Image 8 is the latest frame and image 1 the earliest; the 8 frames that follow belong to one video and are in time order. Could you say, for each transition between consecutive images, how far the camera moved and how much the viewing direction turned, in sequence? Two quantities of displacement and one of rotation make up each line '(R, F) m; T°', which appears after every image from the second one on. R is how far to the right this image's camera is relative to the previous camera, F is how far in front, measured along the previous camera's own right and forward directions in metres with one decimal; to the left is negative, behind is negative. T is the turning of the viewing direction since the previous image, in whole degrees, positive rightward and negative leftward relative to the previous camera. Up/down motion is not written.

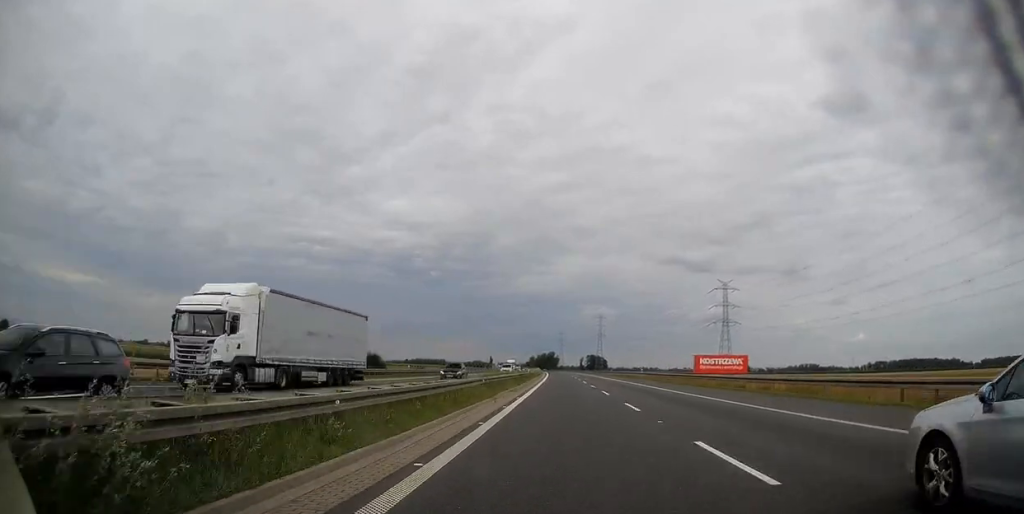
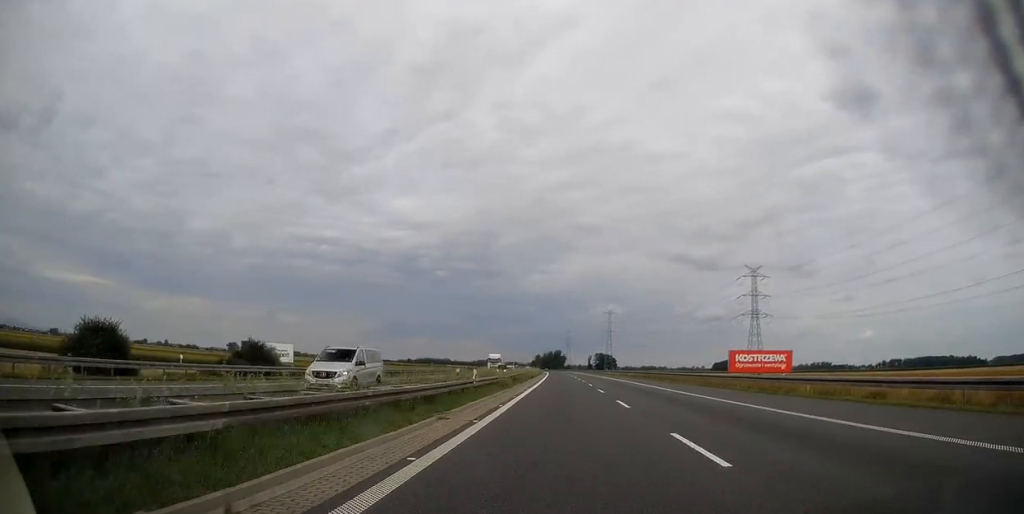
(-0.1, +47.5) m; 0°
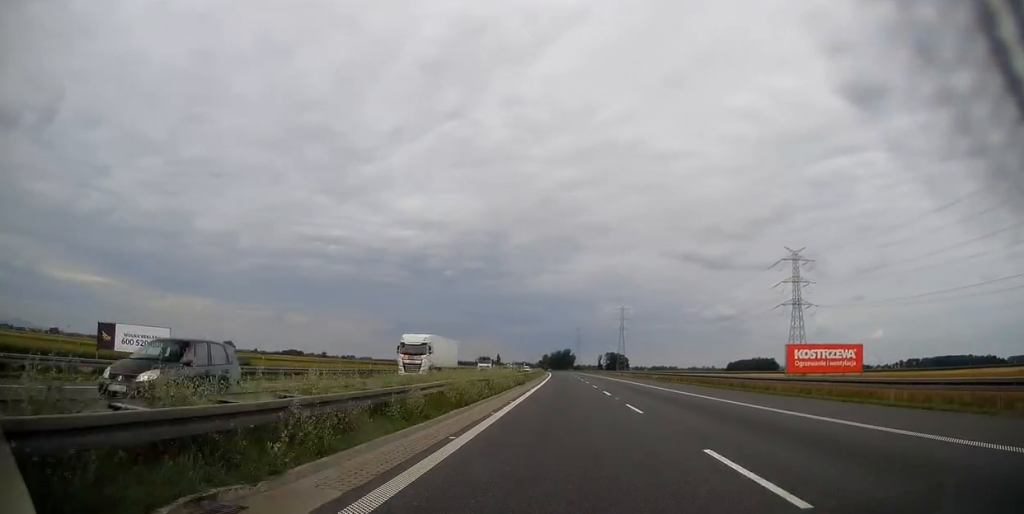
(-0.2, +51.4) m; -1°
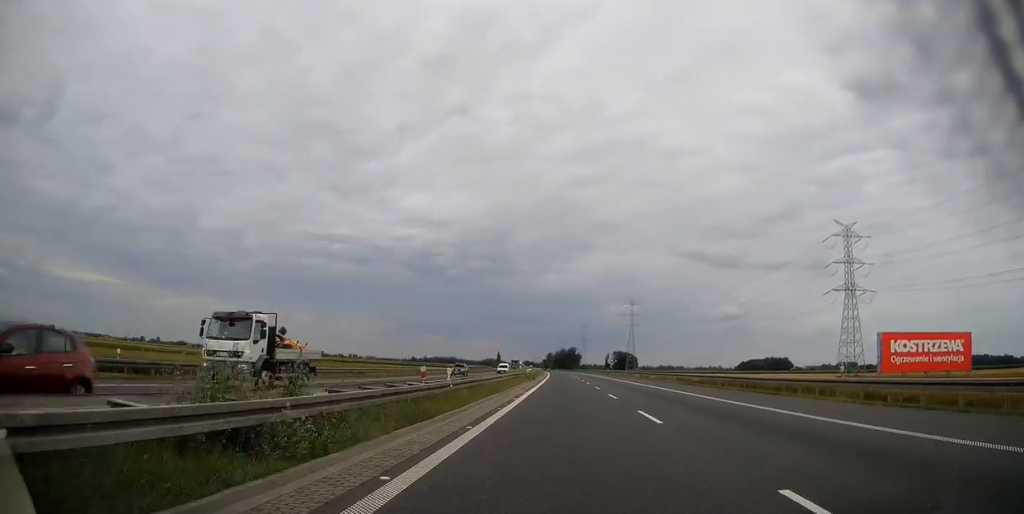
(-0.3, +52.1) m; -1°
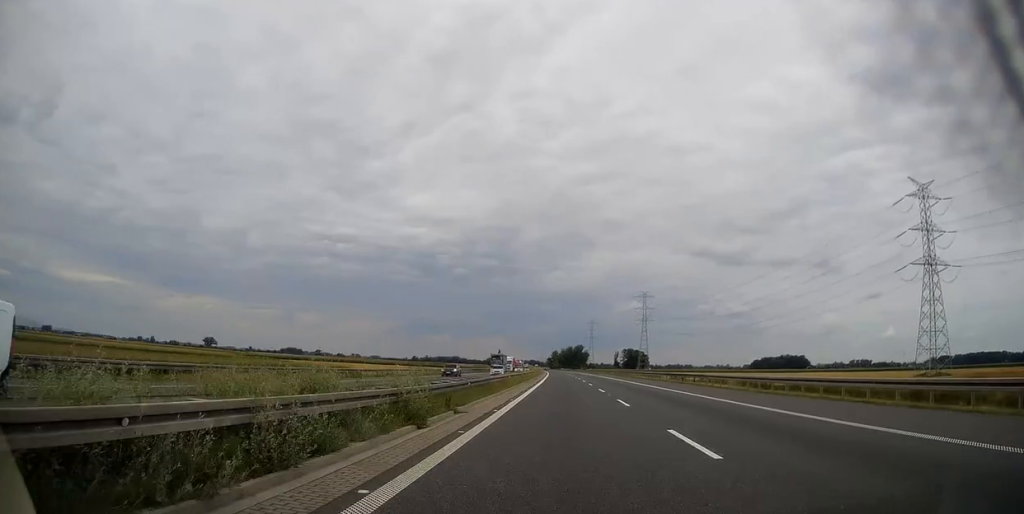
(-0.5, +54.2) m; -1°
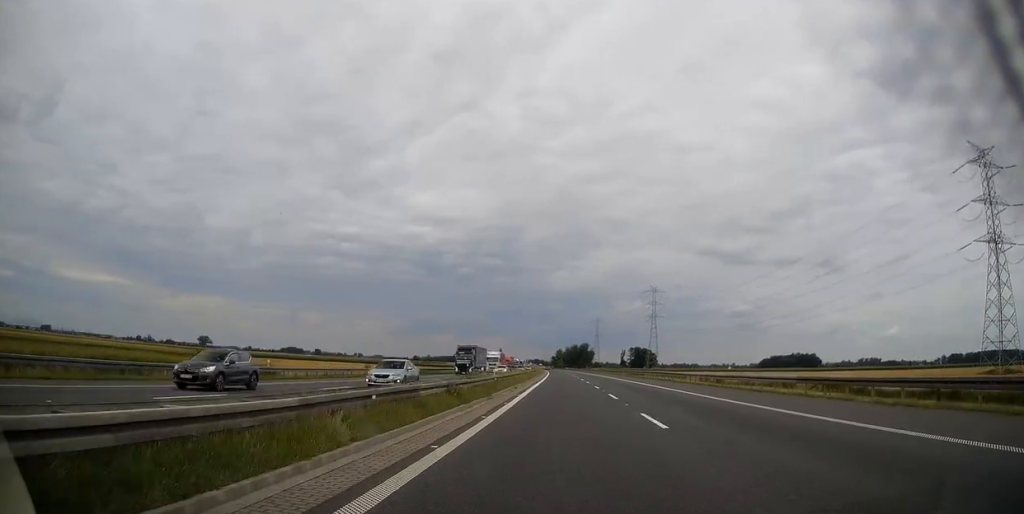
(-0.1, +32.0) m; 0°
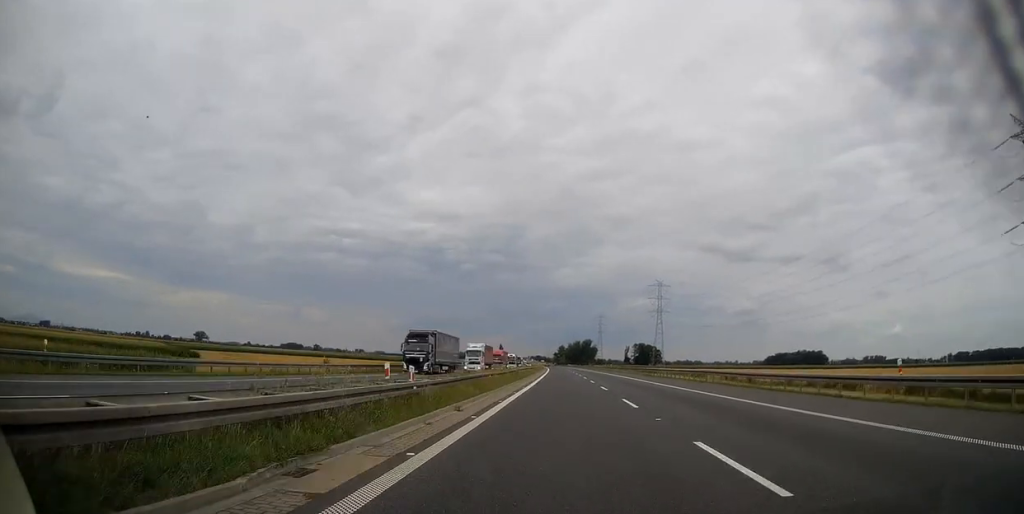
(0.0, +19.3) m; 0°
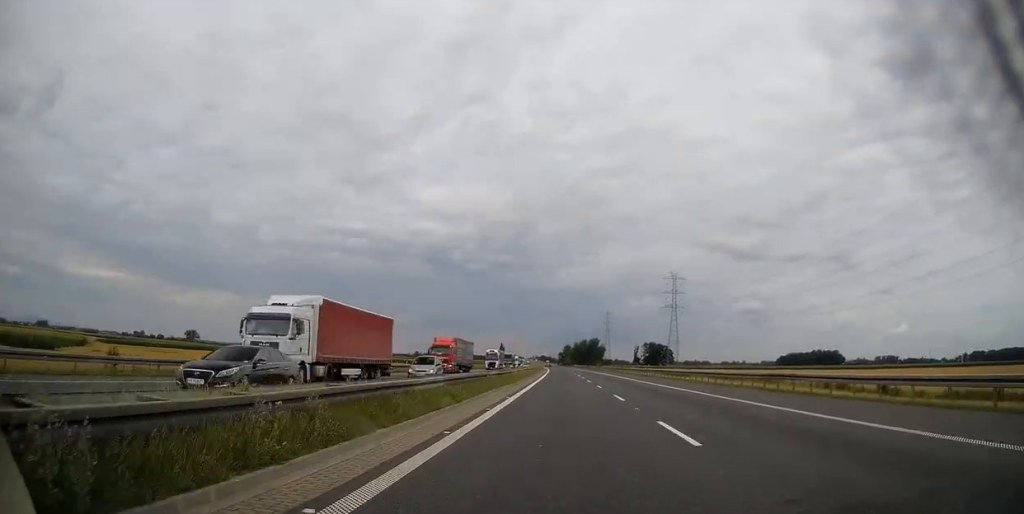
(-0.1, +45.0) m; 0°
